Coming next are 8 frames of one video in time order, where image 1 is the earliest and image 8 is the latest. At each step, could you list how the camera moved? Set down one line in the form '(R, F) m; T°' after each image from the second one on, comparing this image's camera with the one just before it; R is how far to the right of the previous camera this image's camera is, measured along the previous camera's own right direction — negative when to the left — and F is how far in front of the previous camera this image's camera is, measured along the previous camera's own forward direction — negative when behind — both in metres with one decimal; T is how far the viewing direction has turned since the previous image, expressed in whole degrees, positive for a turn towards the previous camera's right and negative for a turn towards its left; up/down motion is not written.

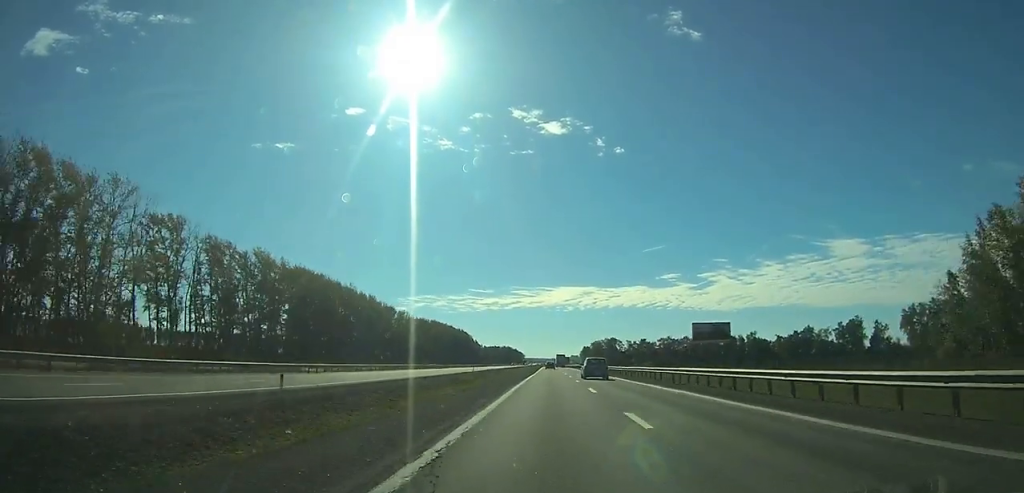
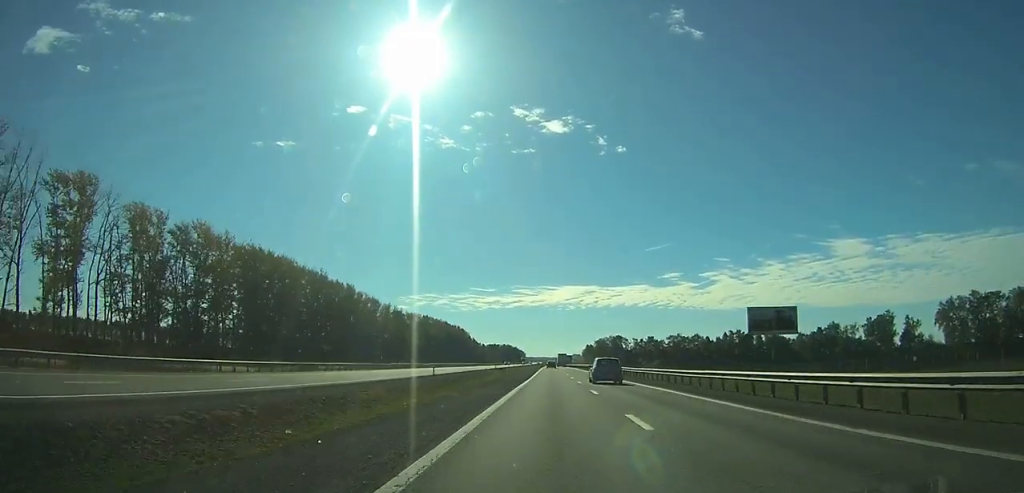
(0.0, +23.9) m; 0°
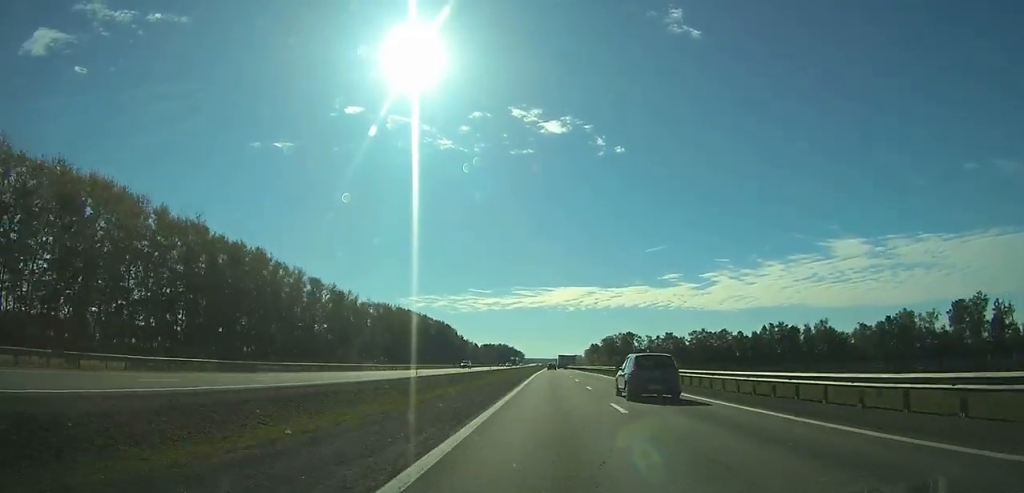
(-0.1, +55.6) m; 0°
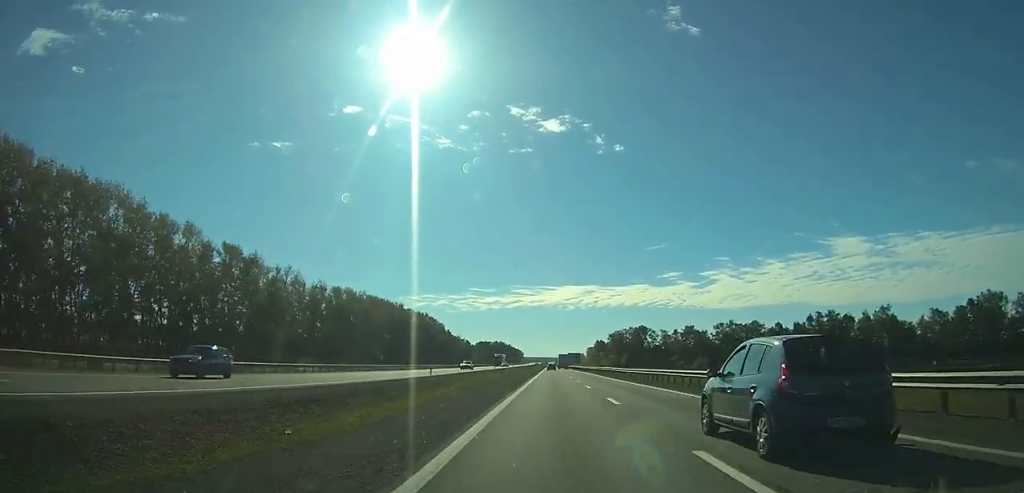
(-0.1, +45.5) m; 0°
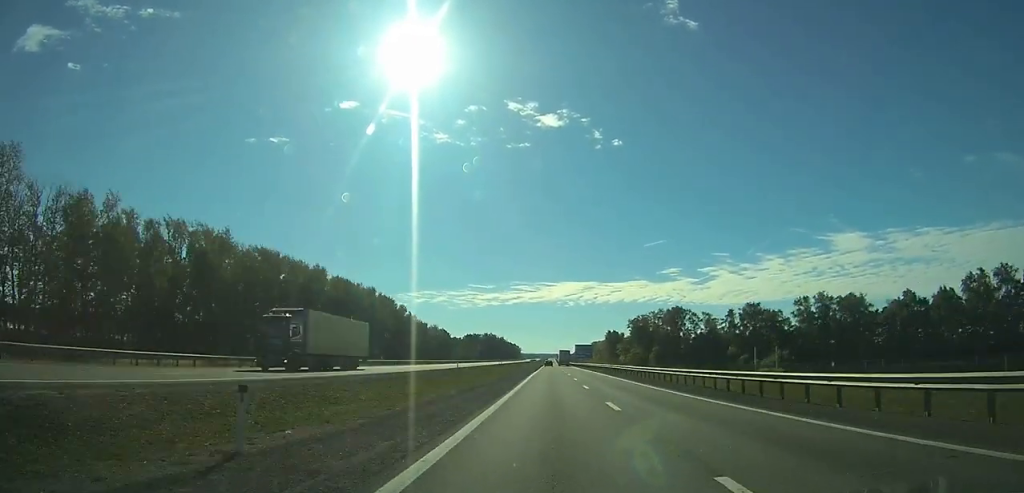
(+0.4, +86.2) m; 0°
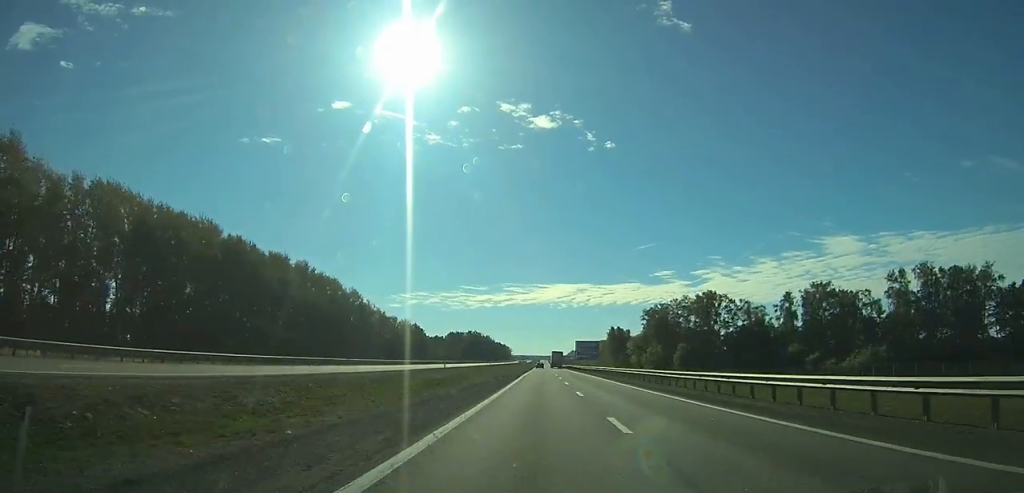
(+0.1, +52.7) m; 0°
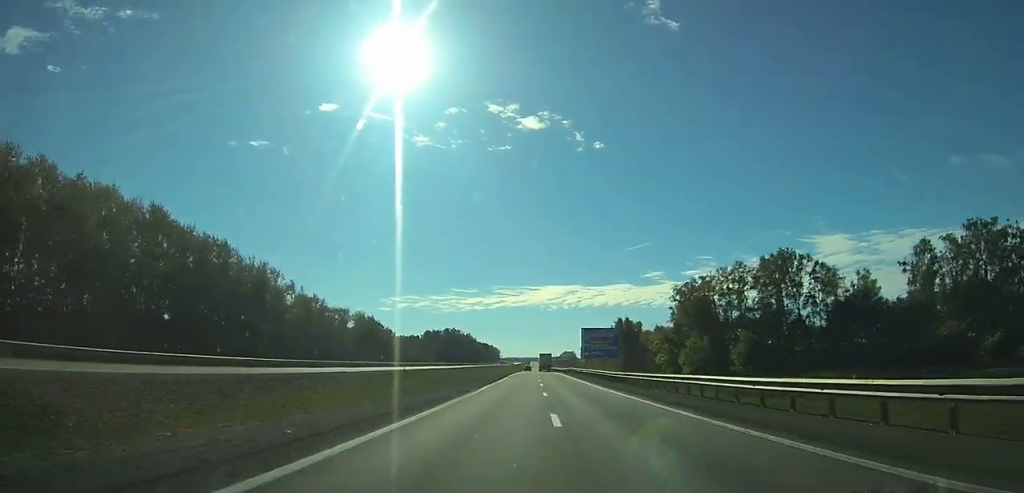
(+0.2, +58.4) m; 0°
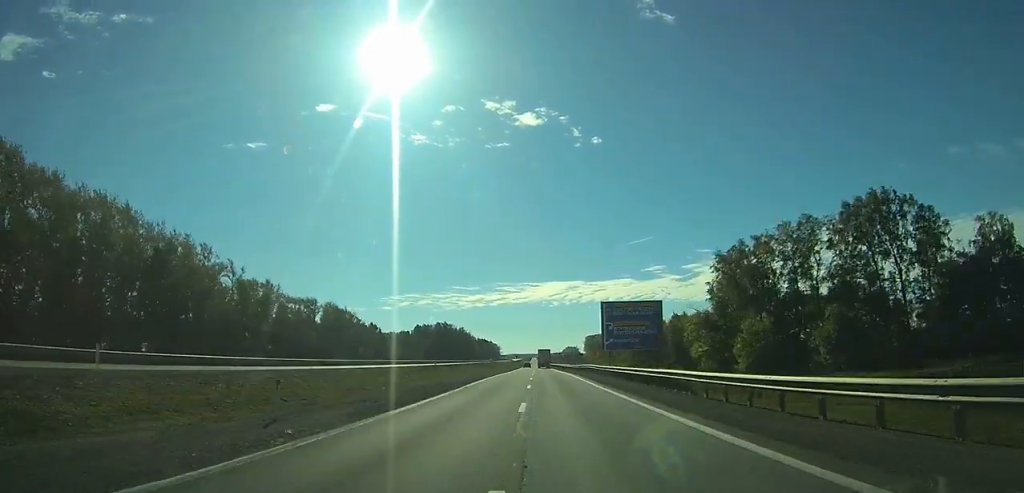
(+0.1, +33.0) m; 0°
